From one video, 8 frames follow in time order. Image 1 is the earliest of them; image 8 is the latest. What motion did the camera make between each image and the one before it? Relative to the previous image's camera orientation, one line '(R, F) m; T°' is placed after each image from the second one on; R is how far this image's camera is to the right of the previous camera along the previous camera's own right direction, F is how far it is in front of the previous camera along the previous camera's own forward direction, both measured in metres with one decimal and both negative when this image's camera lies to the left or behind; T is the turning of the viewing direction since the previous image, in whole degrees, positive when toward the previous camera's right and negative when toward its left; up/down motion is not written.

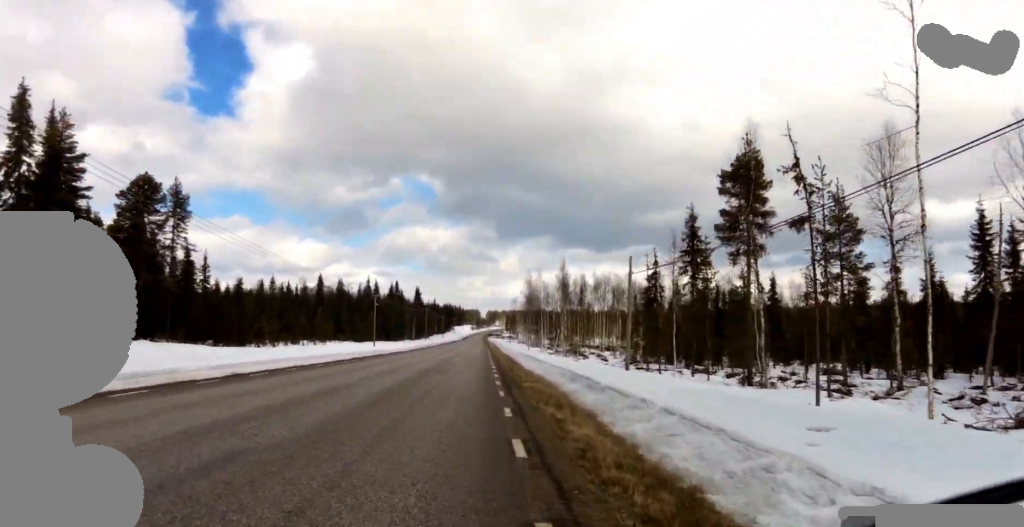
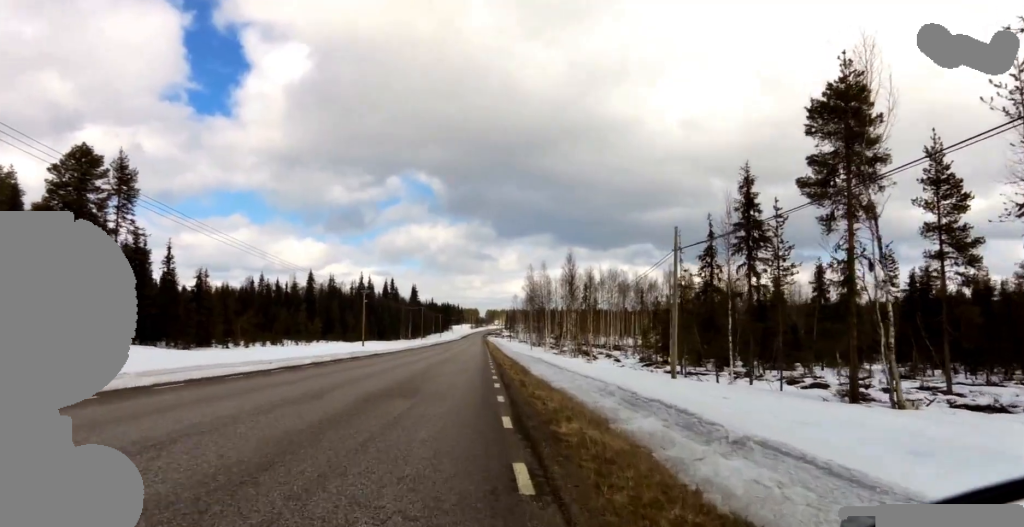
(+0.2, +7.4) m; -1°
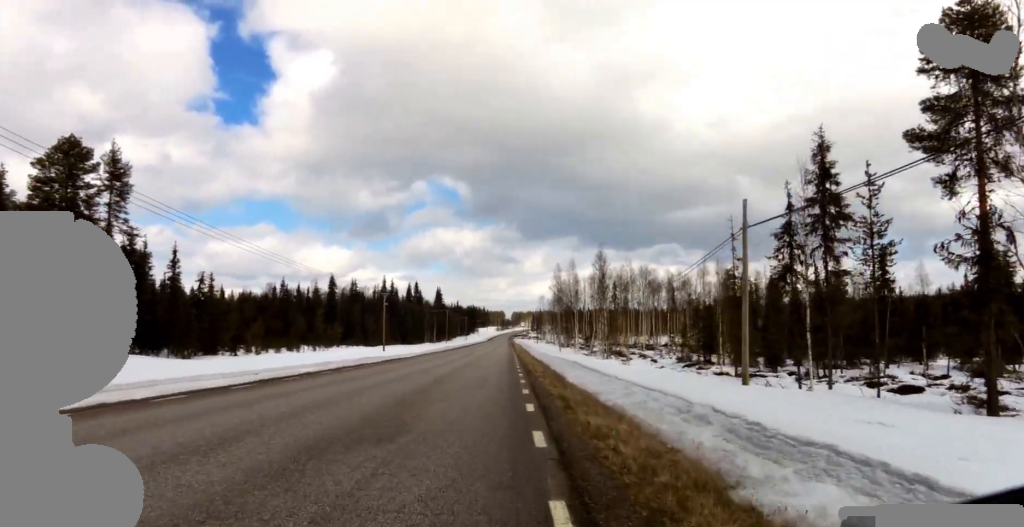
(-0.4, +4.1) m; -2°
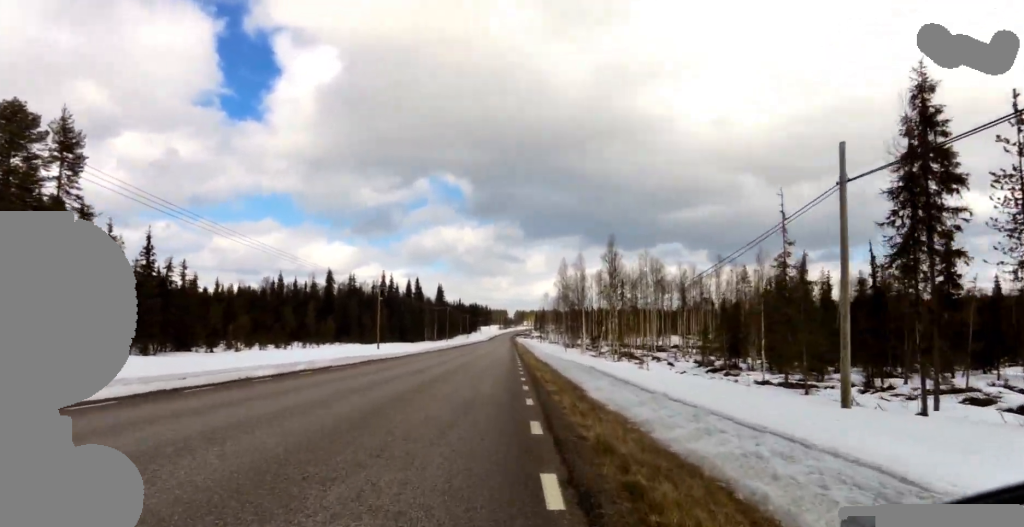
(+0.1, +5.2) m; +1°
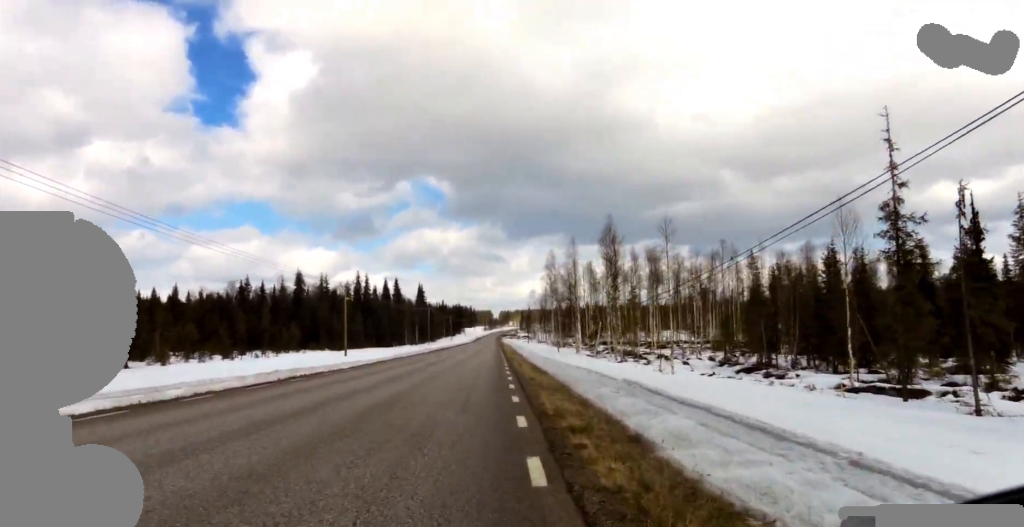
(+0.3, +8.5) m; +2°
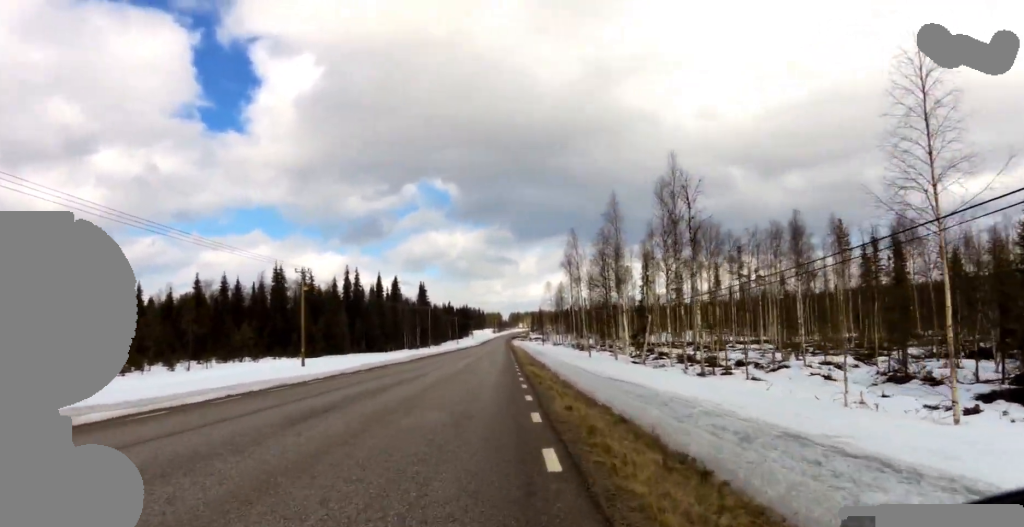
(-0.6, +17.8) m; -1°
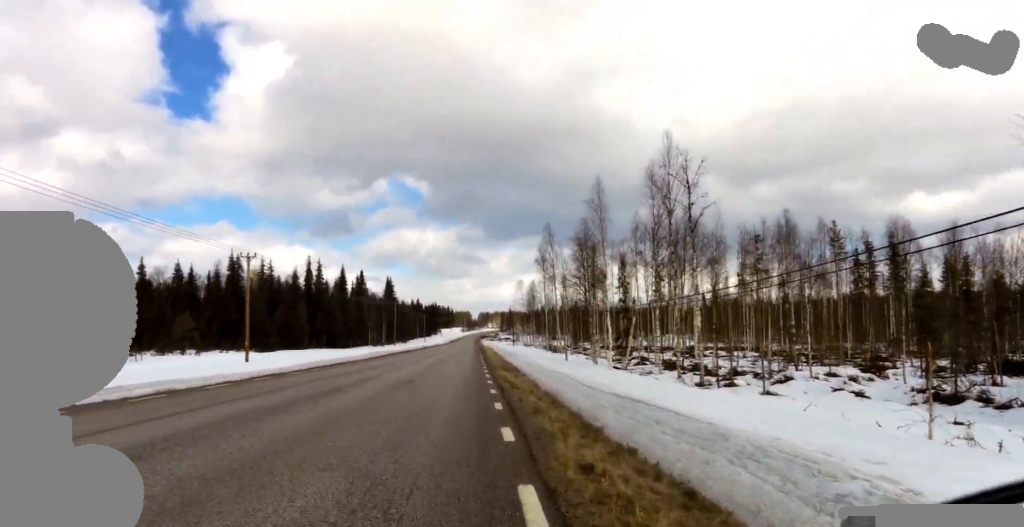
(0.0, +4.6) m; +1°
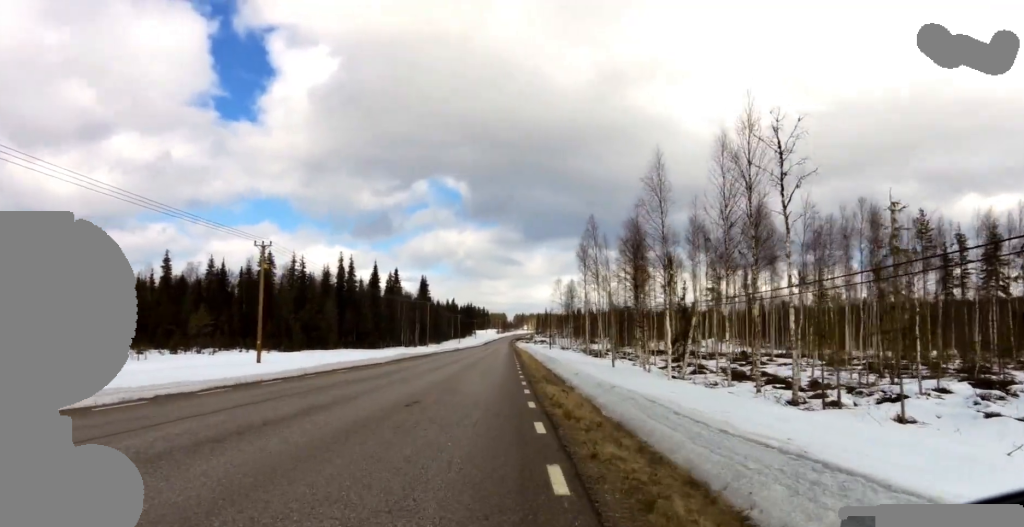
(+0.6, +5.1) m; 0°
